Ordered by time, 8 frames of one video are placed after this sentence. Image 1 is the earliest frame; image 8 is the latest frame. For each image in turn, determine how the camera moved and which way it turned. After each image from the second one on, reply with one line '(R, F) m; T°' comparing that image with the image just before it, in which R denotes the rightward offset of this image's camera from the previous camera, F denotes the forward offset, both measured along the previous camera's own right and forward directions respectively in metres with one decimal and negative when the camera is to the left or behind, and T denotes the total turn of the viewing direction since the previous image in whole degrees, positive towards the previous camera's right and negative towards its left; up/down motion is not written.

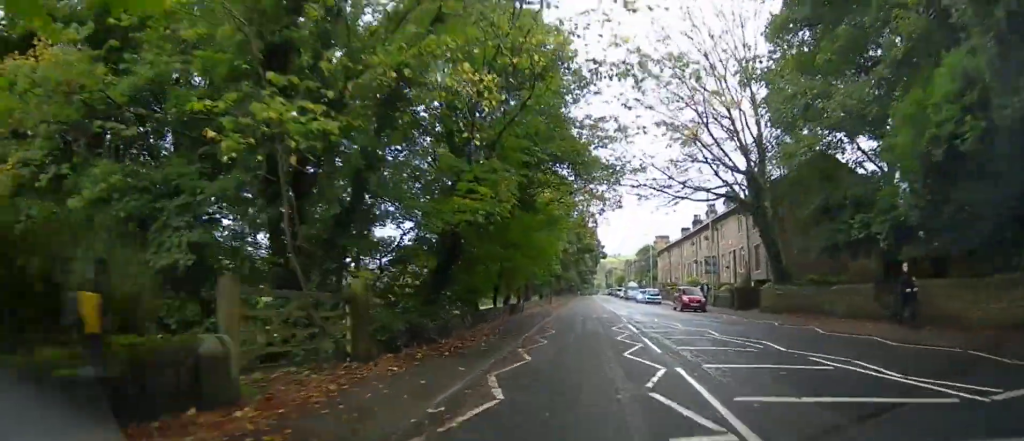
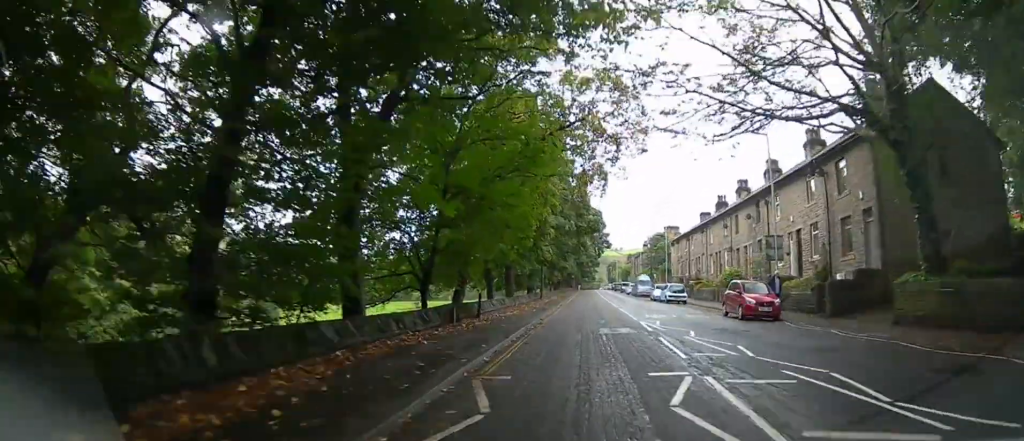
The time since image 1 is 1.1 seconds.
(+0.2, +13.2) m; 0°
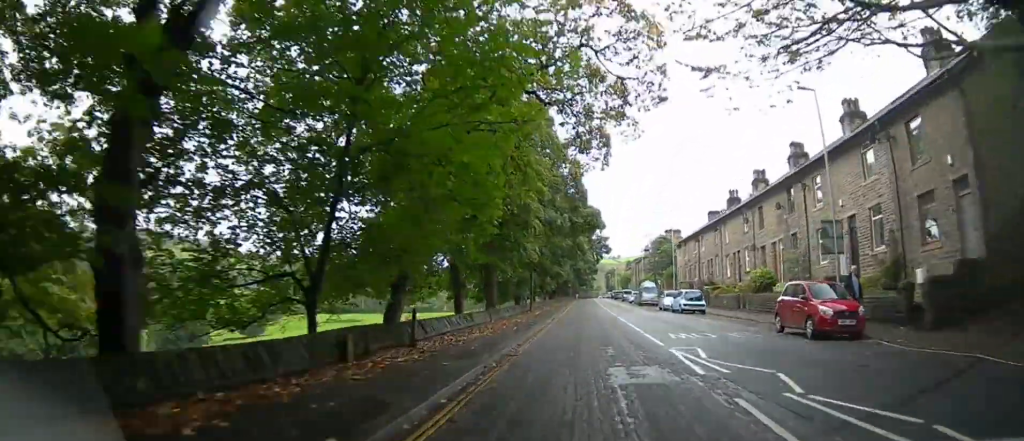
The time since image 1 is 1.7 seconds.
(+0.1, +6.8) m; -1°
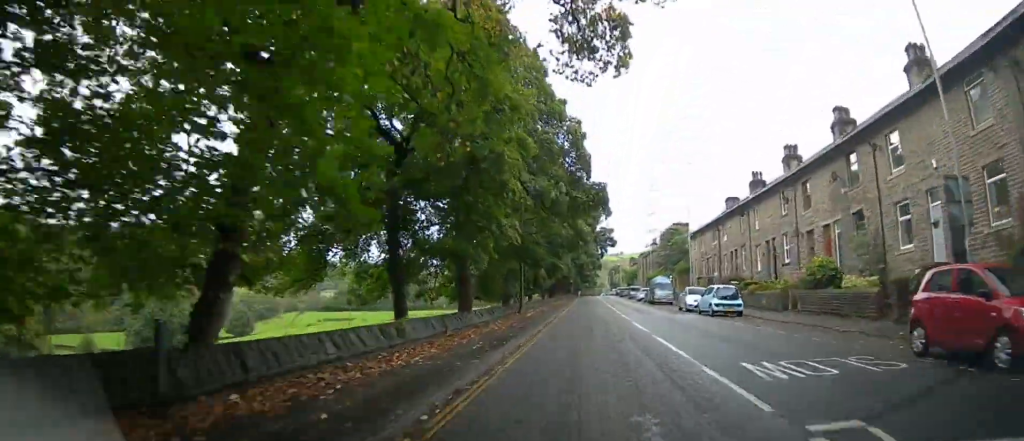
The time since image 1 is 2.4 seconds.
(-0.1, +7.4) m; -1°
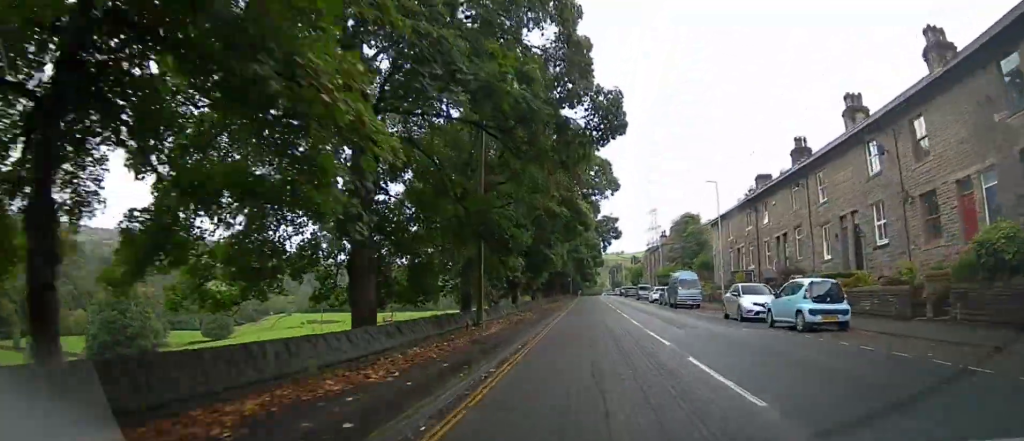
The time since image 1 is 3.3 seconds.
(-0.2, +11.4) m; -1°
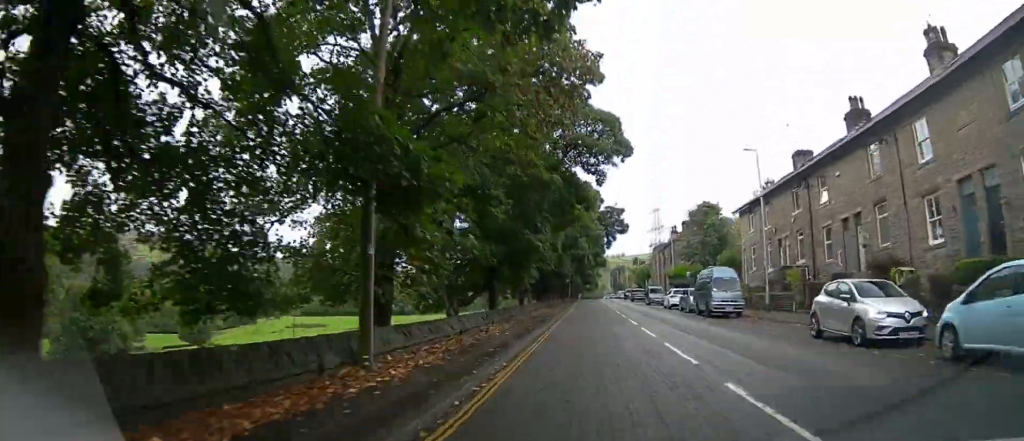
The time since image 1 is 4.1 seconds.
(-0.1, +9.5) m; 0°
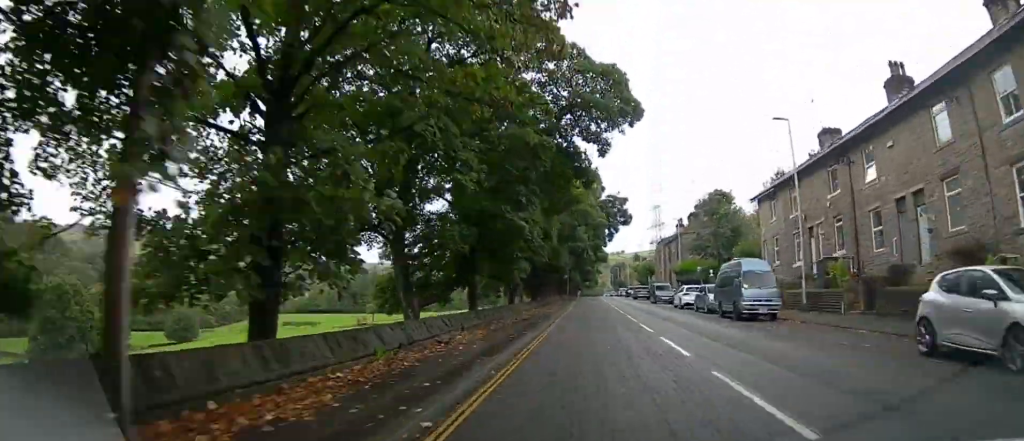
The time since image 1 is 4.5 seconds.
(0.0, +4.9) m; 0°
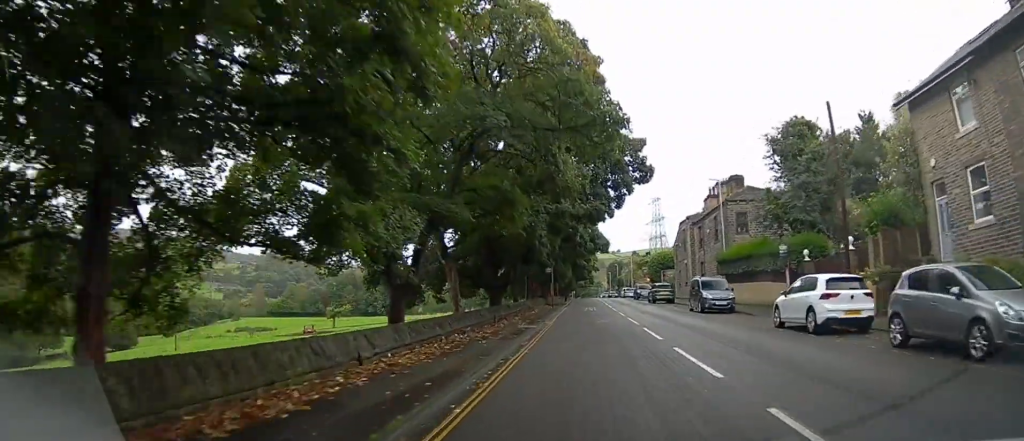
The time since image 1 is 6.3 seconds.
(+0.3, +21.1) m; +1°
